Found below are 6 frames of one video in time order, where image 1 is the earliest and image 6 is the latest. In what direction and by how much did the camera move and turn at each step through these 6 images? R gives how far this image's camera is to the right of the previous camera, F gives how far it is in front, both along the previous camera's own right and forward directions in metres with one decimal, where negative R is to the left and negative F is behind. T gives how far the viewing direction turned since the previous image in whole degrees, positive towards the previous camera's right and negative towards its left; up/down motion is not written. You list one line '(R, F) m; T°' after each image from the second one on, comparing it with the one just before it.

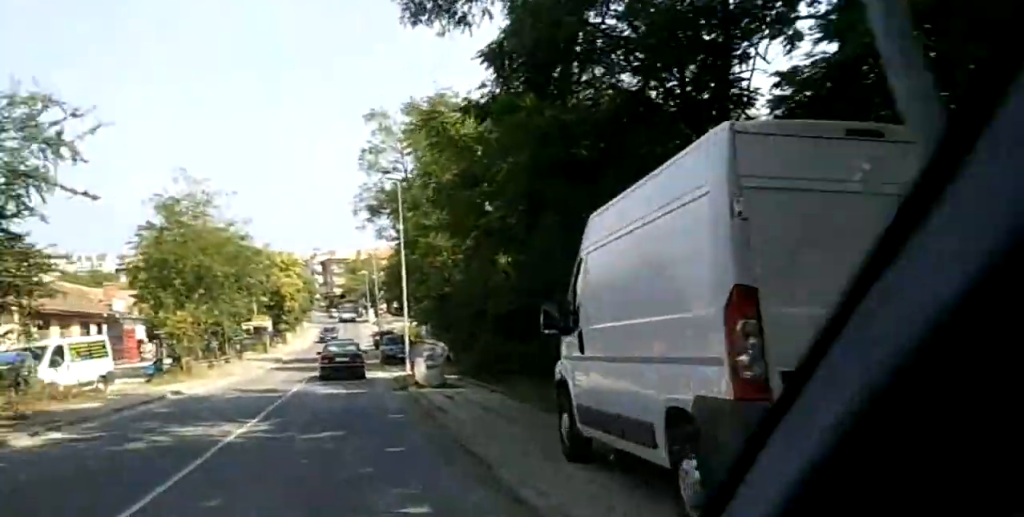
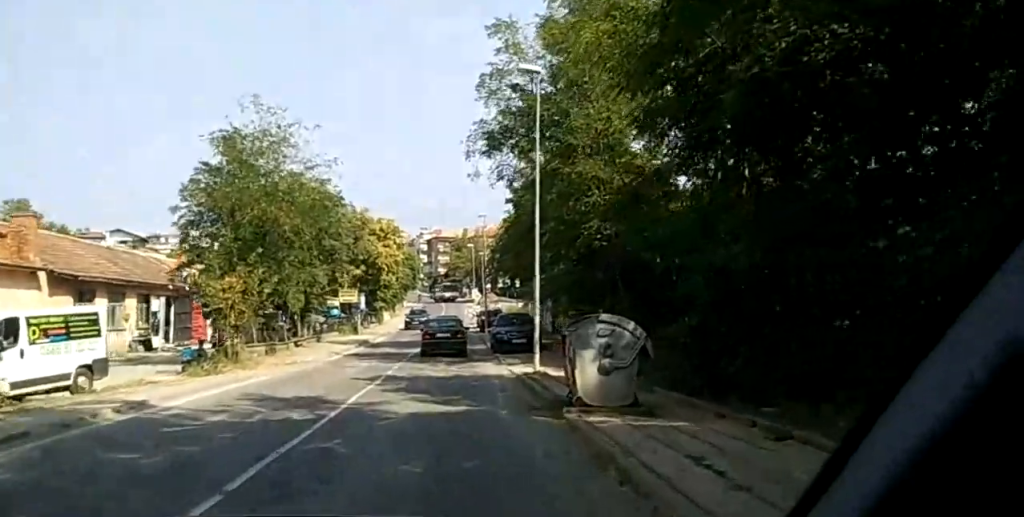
(0.0, +12.6) m; 0°
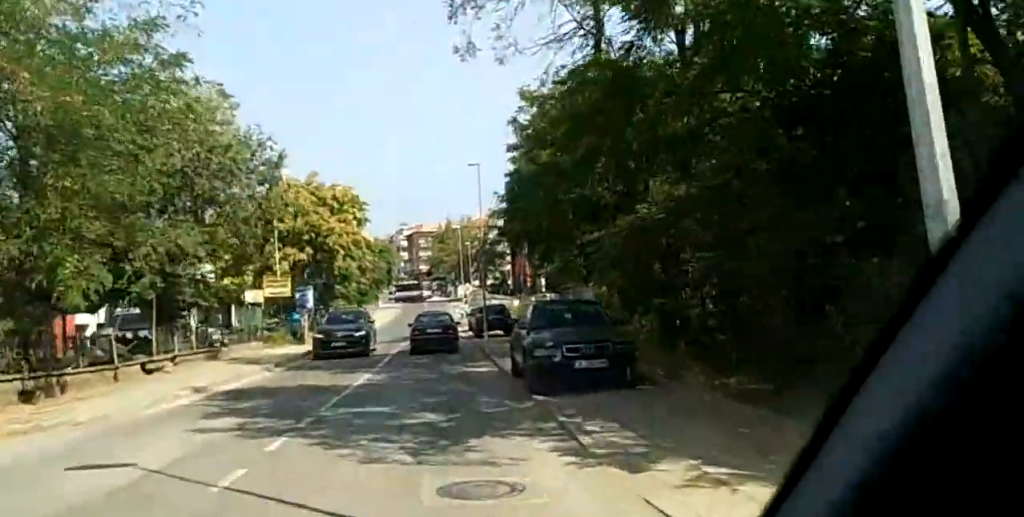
(0.0, +13.0) m; -1°
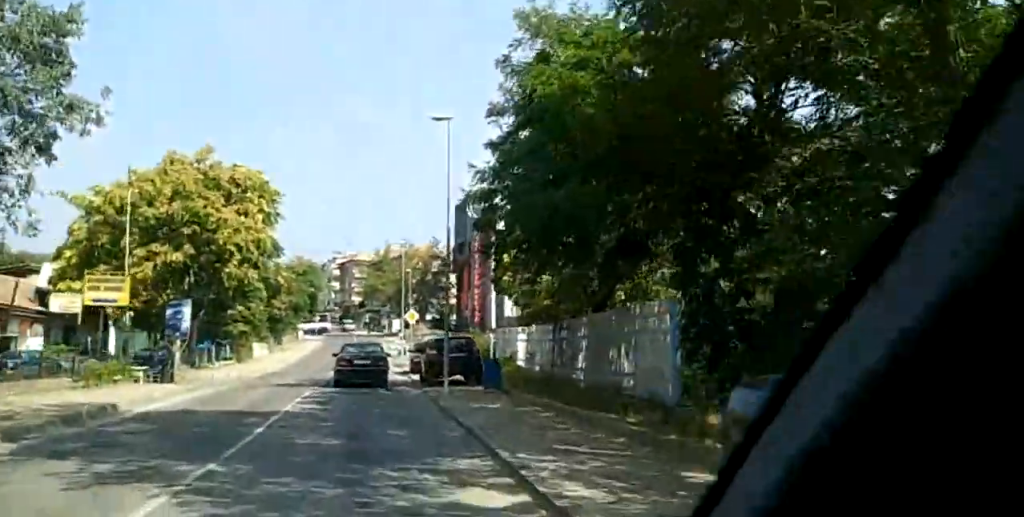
(-0.2, +8.6) m; -2°
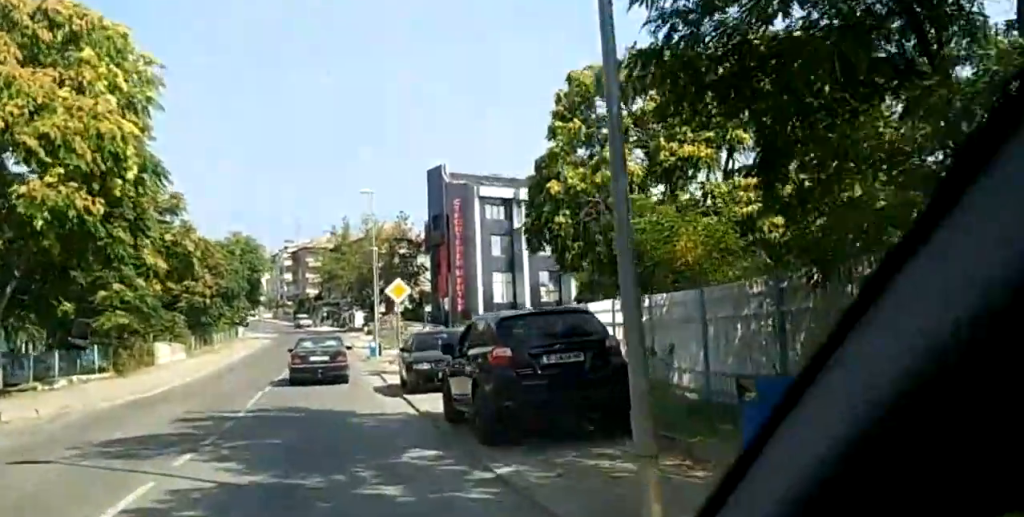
(-0.2, +13.1) m; -1°
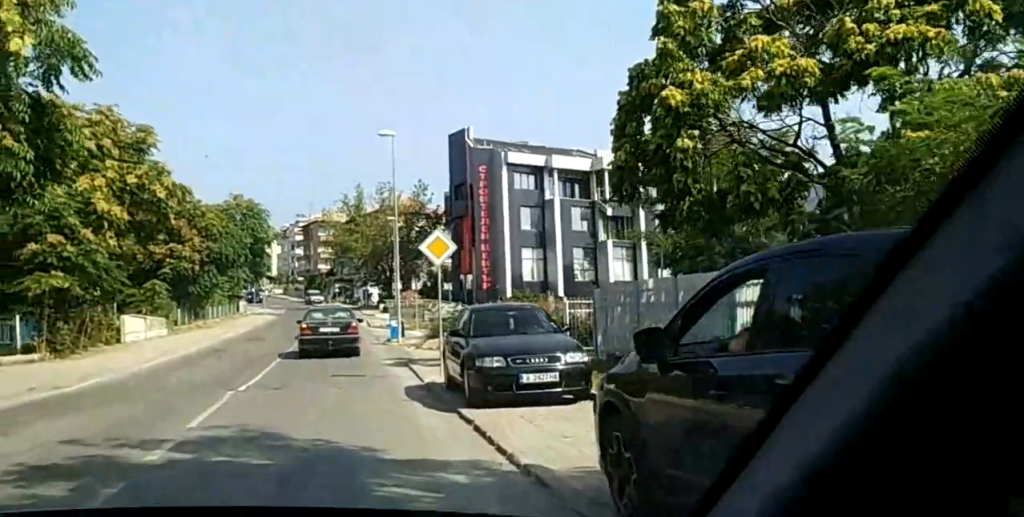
(0.0, +6.3) m; +1°
